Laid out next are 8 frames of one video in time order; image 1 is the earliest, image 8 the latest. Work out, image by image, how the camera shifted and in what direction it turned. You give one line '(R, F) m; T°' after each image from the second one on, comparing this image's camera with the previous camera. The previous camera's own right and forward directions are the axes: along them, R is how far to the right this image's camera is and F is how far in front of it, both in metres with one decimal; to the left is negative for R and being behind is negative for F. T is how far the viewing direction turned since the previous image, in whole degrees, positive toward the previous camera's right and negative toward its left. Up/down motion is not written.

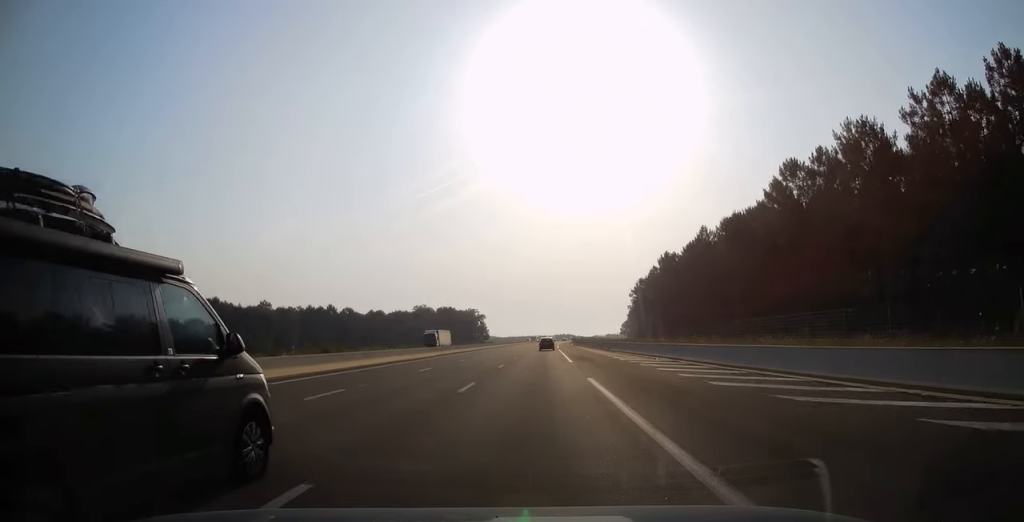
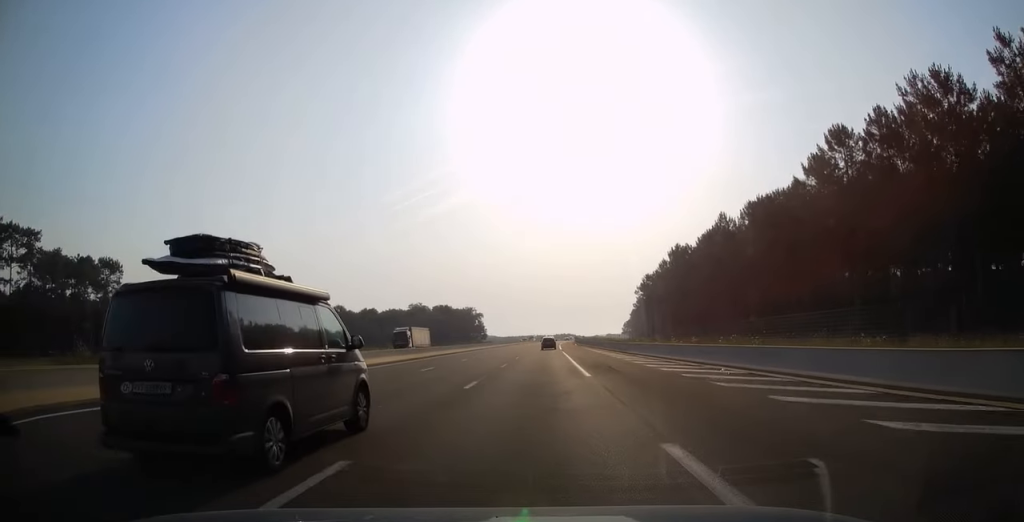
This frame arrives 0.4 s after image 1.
(+0.2, +12.4) m; 0°
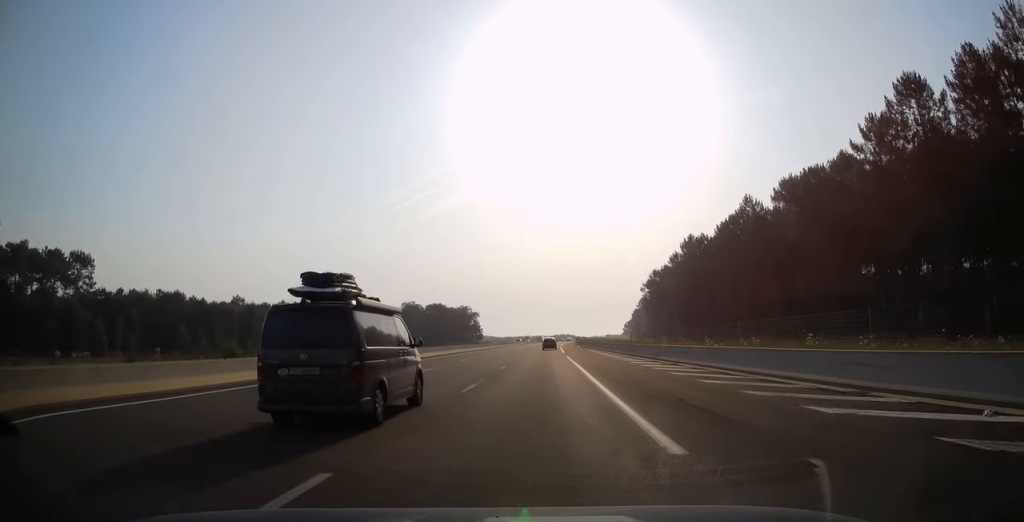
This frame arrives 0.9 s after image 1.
(+0.1, +13.8) m; 0°
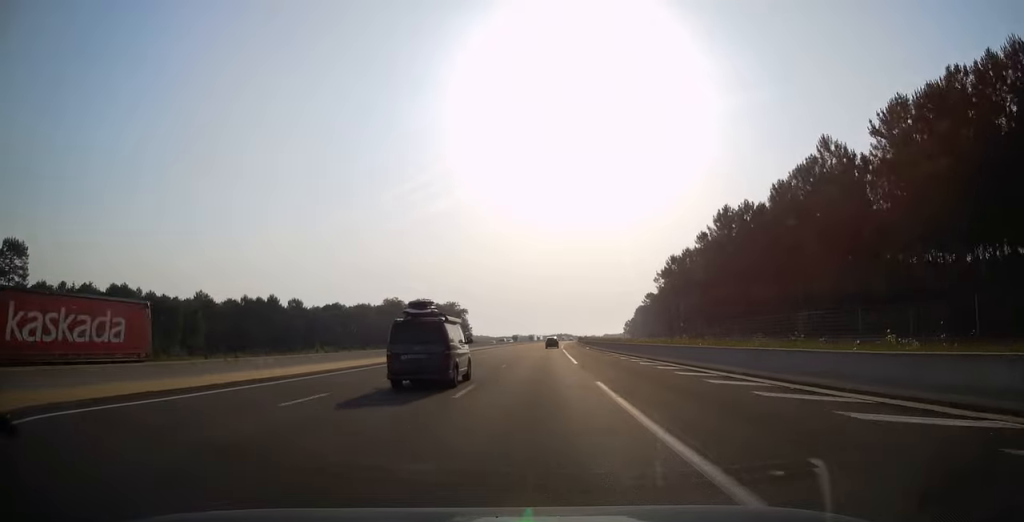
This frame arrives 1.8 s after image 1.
(0.0, +28.0) m; +1°
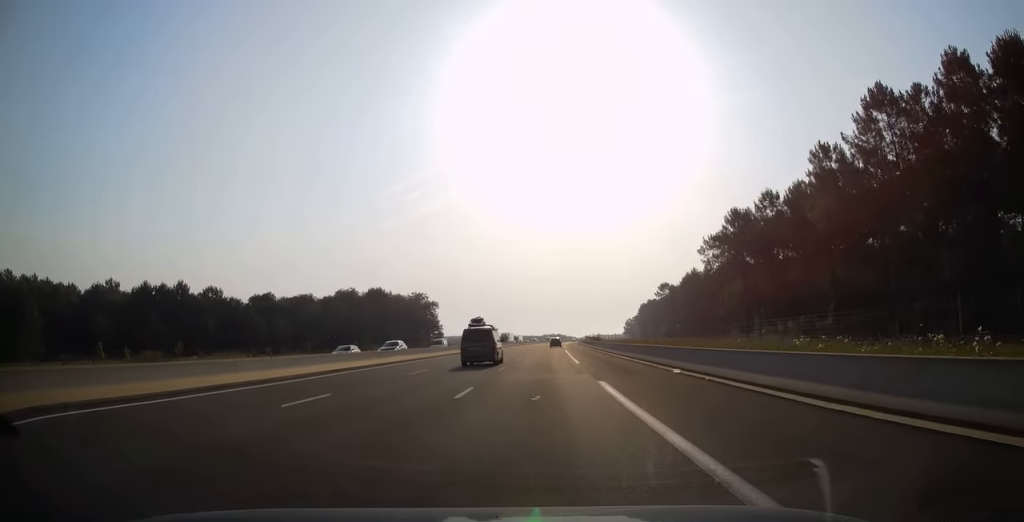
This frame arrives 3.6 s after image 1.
(+0.1, +52.0) m; 0°
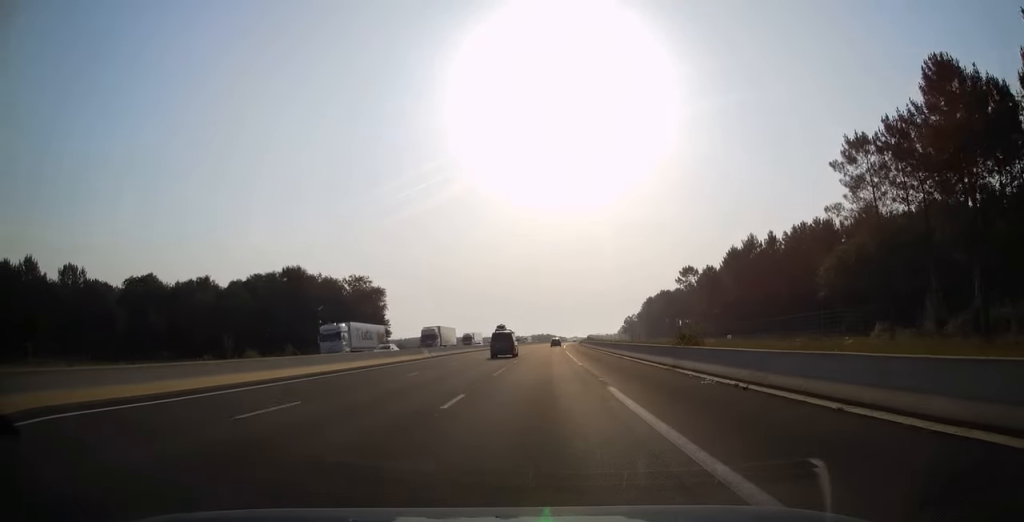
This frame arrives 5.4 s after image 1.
(+1.2, +54.1) m; +2°
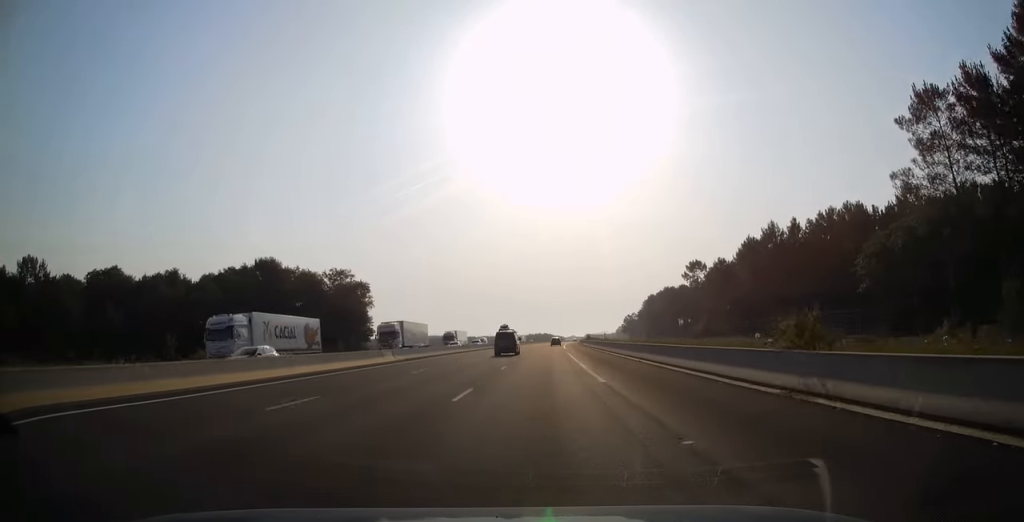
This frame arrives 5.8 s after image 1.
(+0.2, +11.8) m; 0°
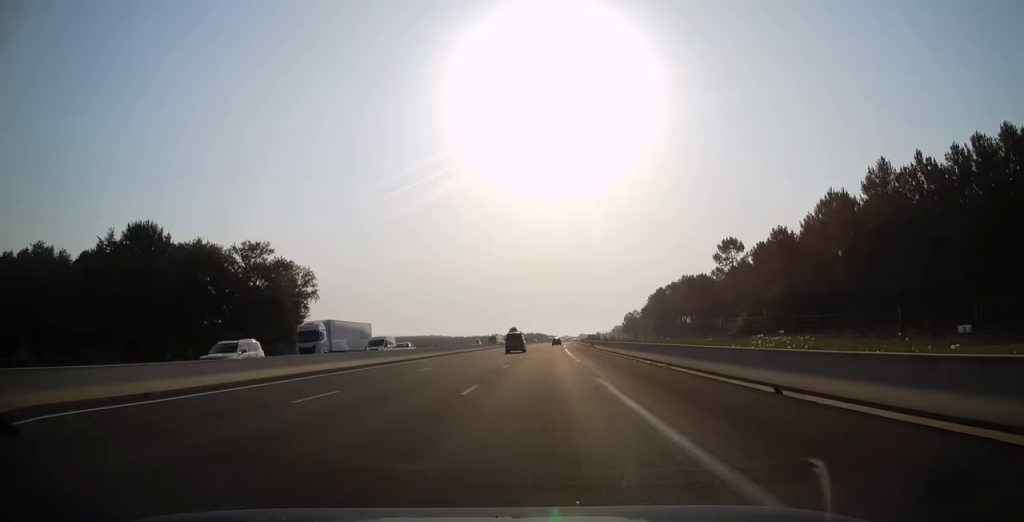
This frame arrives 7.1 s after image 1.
(-0.3, +37.9) m; +1°
